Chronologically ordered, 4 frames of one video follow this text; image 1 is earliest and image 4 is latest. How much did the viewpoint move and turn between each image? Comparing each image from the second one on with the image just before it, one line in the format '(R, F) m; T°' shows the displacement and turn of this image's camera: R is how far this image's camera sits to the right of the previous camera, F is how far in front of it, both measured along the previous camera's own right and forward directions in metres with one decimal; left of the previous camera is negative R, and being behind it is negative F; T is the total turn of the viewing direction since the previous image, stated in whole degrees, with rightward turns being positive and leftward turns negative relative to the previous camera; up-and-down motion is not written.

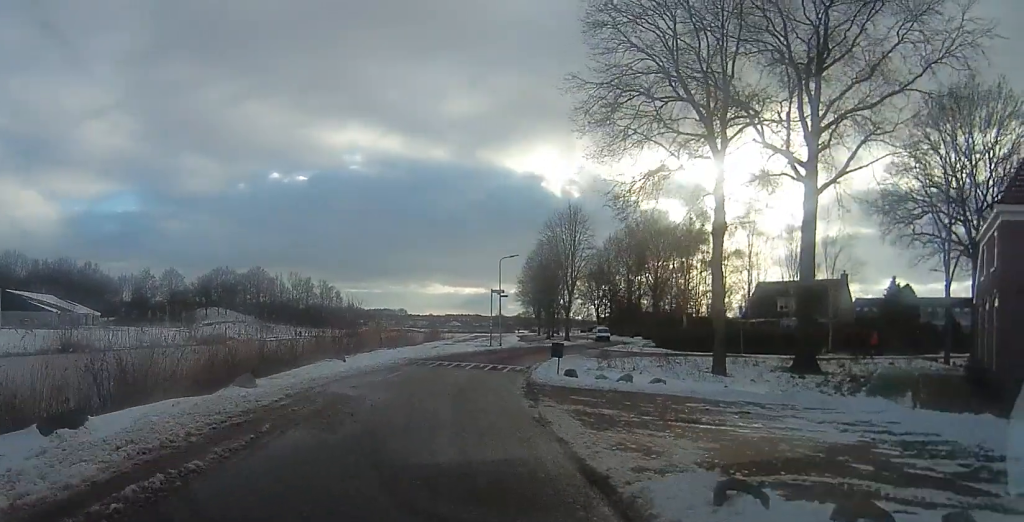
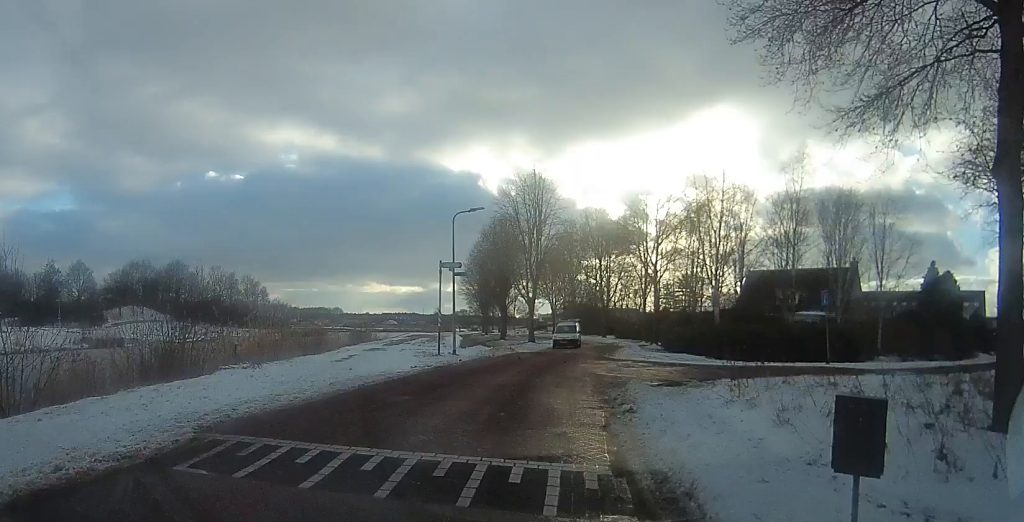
(-0.3, +15.3) m; +6°
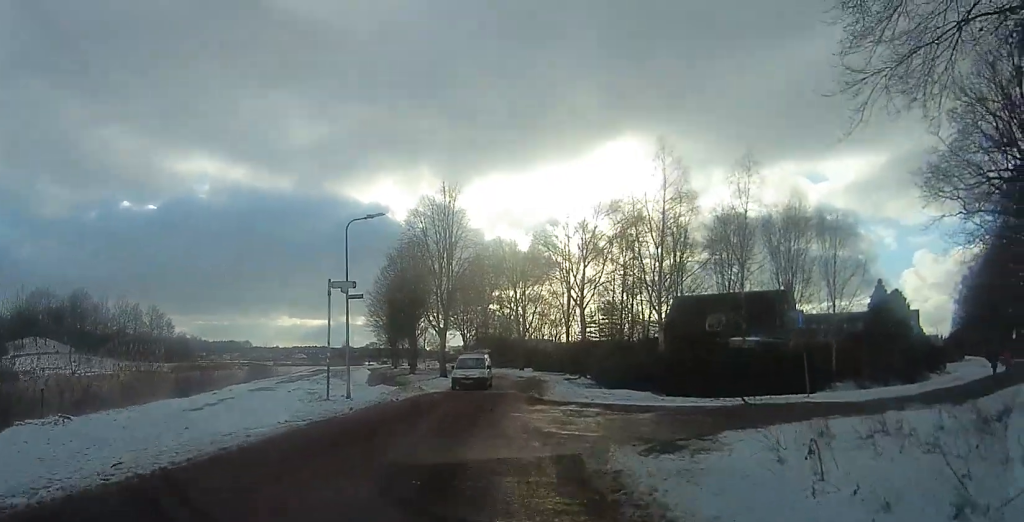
(+0.8, +5.1) m; +14°
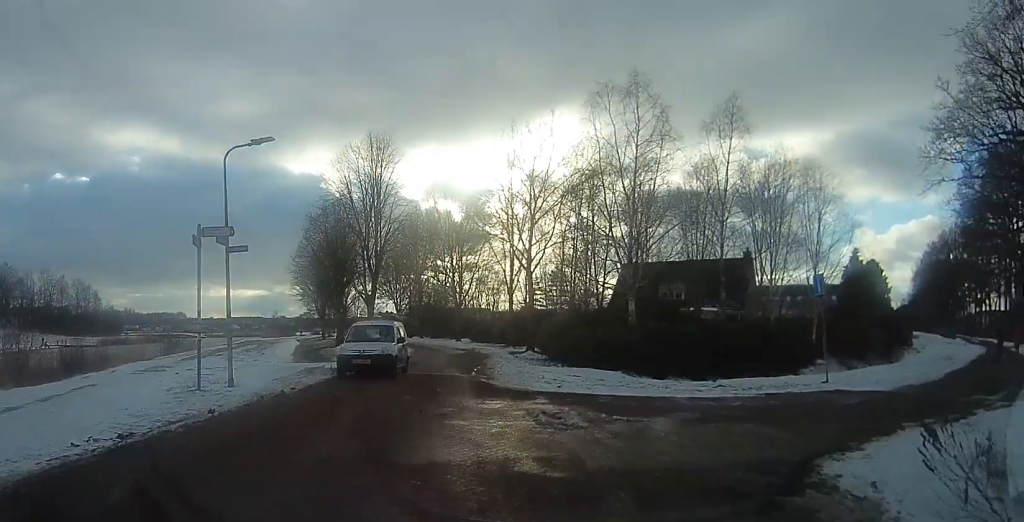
(+0.4, +5.5) m; +2°
